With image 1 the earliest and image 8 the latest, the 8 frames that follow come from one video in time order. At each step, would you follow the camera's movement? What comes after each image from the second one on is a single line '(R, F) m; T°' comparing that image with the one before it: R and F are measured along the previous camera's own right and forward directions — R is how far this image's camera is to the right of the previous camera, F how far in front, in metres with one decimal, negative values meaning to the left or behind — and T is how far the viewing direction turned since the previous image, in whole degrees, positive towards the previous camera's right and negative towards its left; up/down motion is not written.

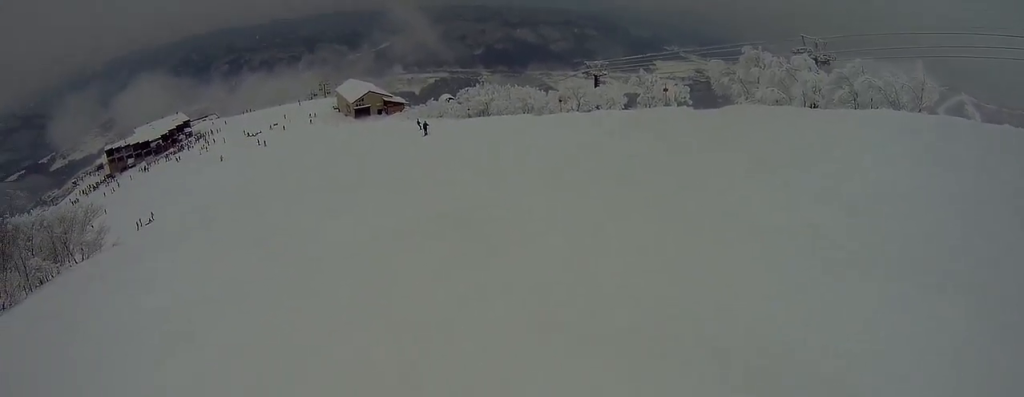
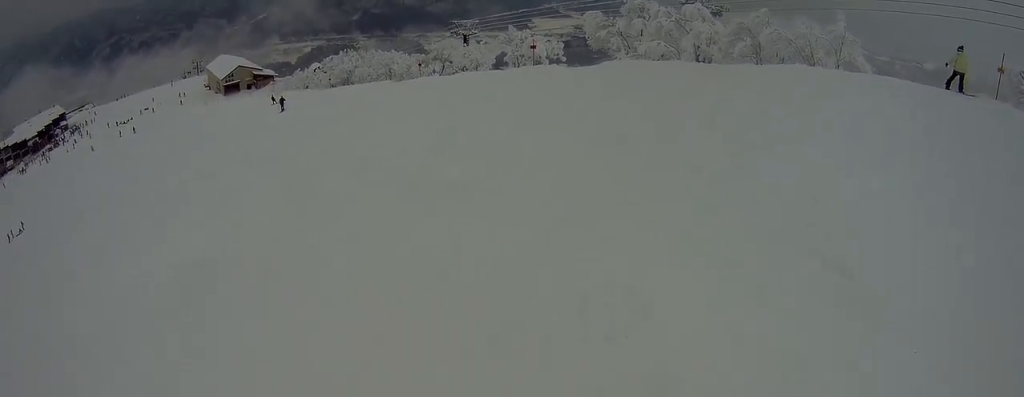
(+1.0, +4.2) m; -4°
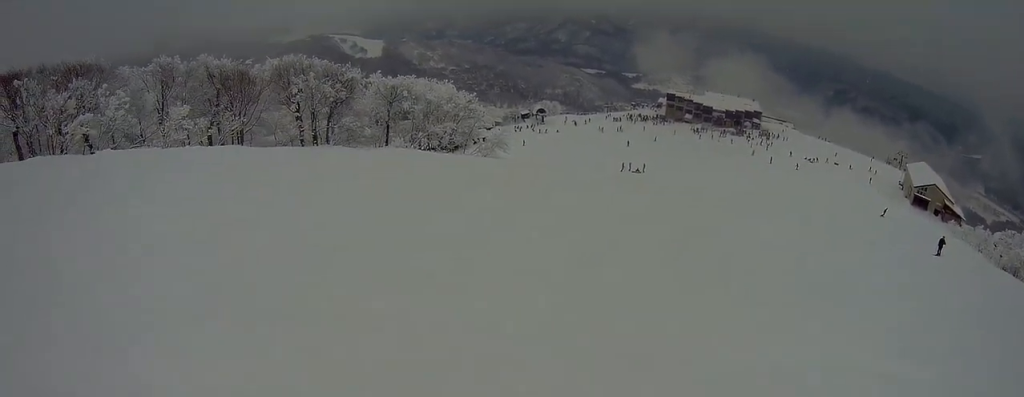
(-6.8, +7.6) m; -72°
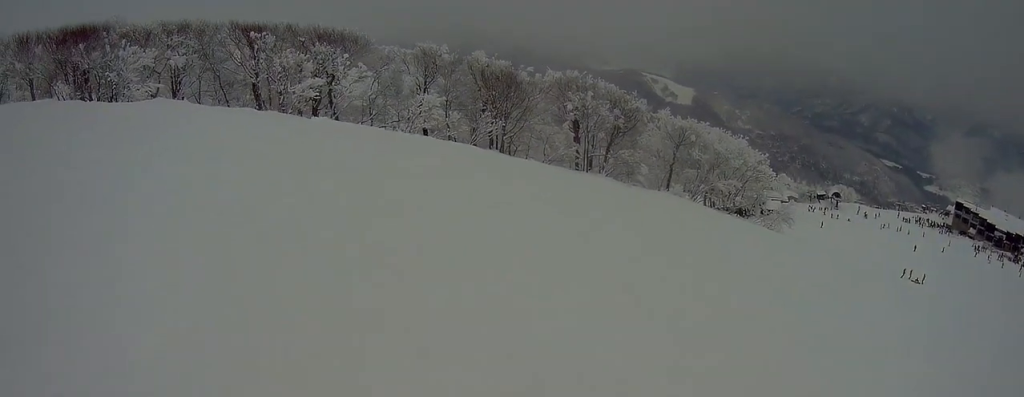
(-0.4, +2.2) m; -8°
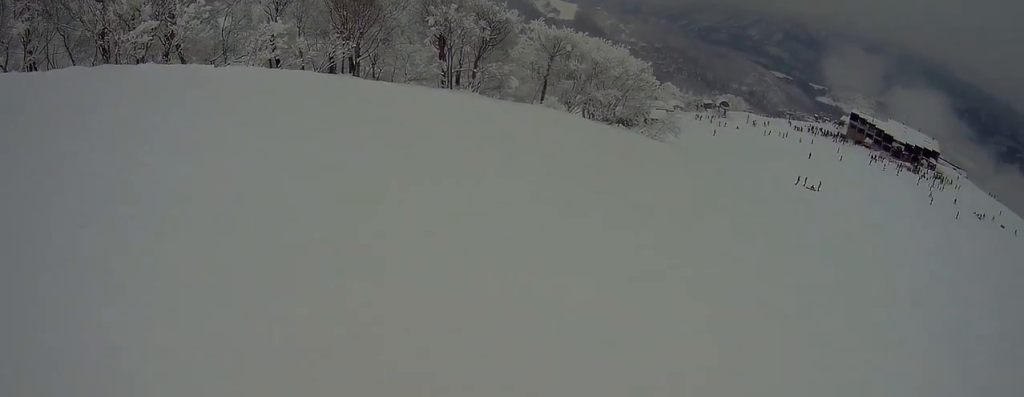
(-0.4, +1.7) m; -4°
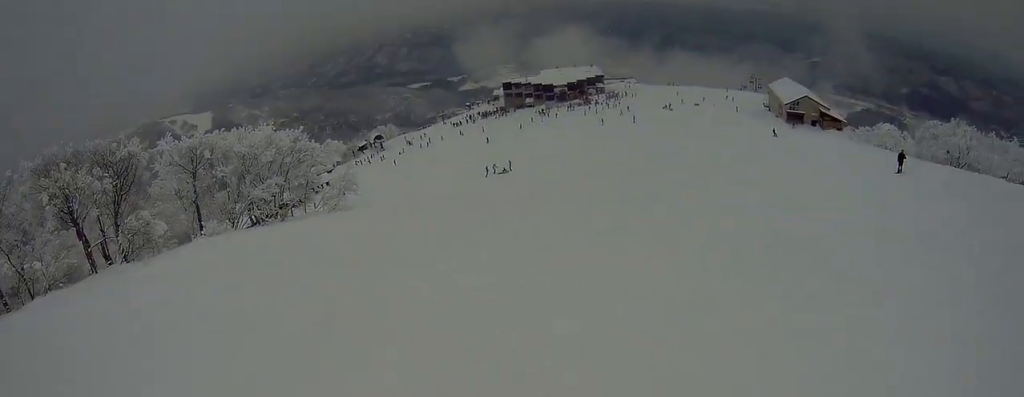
(+0.4, +5.6) m; +45°
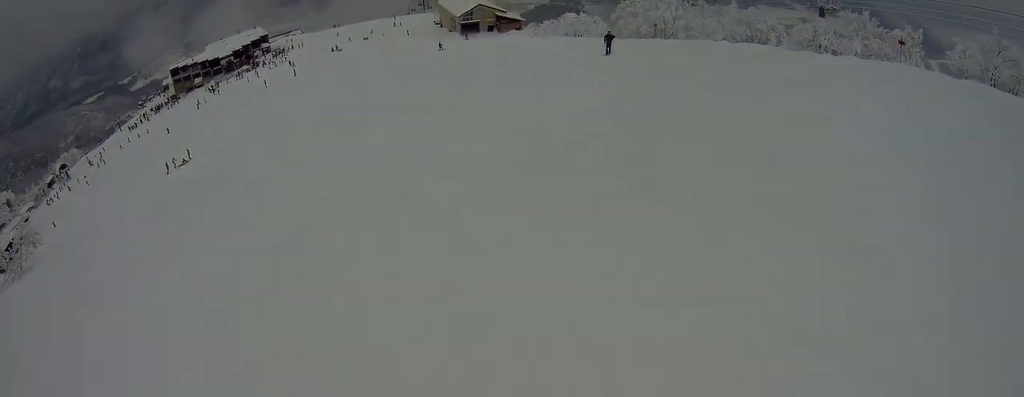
(+2.0, +2.4) m; +22°
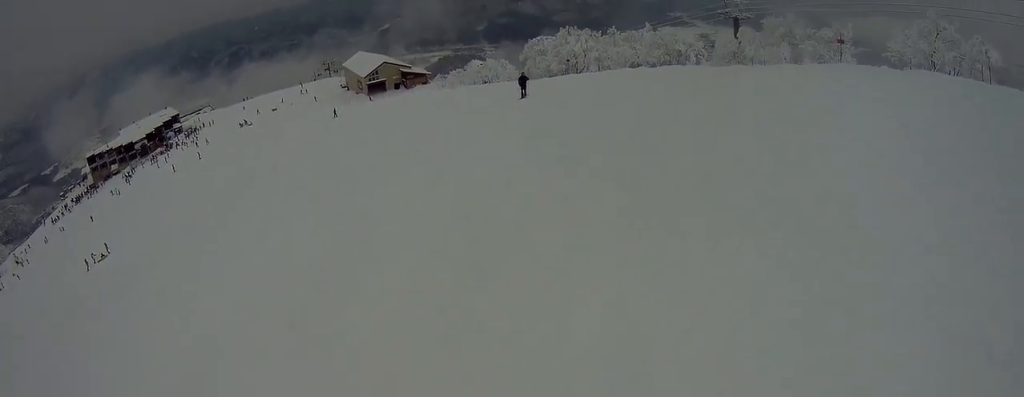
(+0.4, +2.5) m; +9°
